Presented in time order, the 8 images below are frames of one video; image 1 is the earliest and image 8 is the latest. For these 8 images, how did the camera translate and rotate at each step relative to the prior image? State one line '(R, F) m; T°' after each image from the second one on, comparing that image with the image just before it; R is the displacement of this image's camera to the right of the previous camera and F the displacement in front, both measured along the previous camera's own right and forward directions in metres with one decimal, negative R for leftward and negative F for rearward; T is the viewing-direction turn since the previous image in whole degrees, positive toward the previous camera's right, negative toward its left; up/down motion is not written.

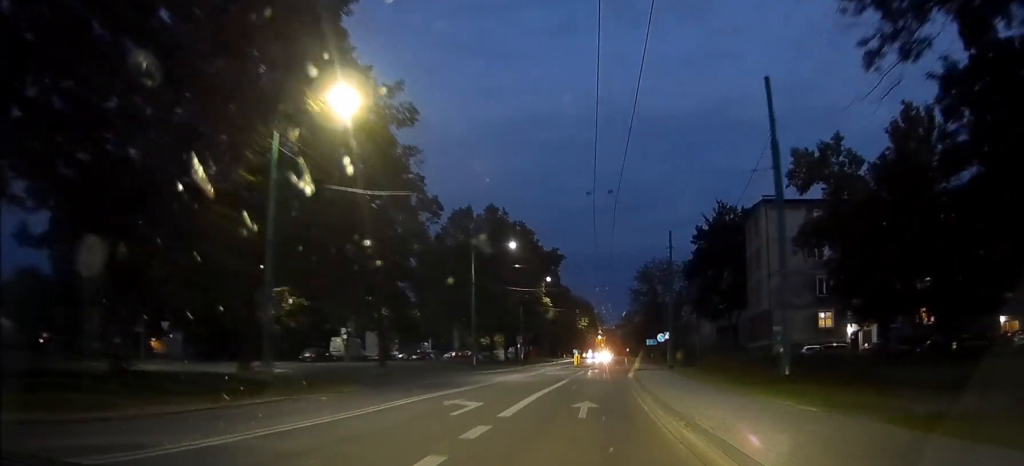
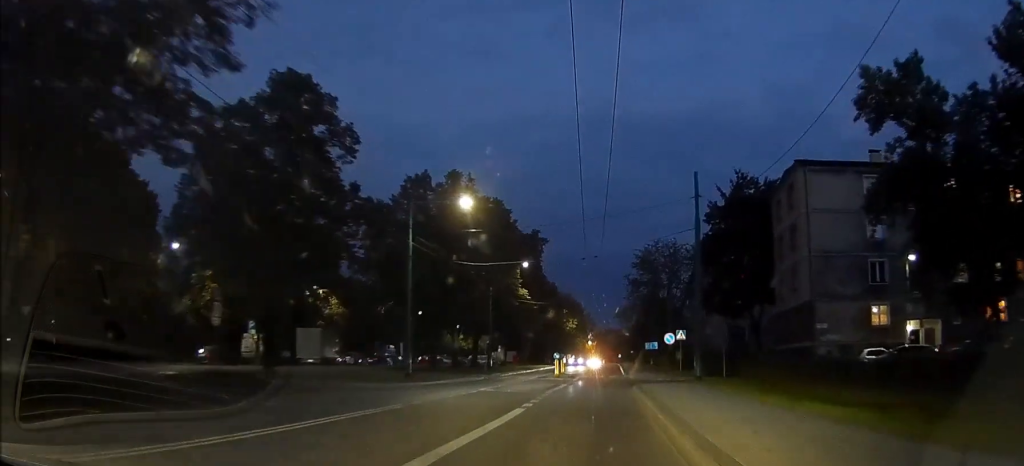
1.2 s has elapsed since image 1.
(+0.2, +16.0) m; +1°
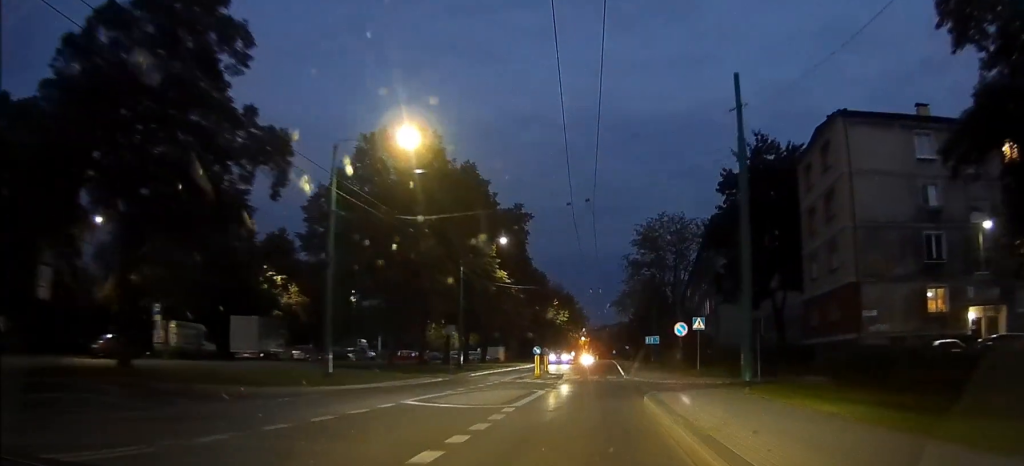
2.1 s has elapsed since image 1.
(0.0, +11.0) m; +1°
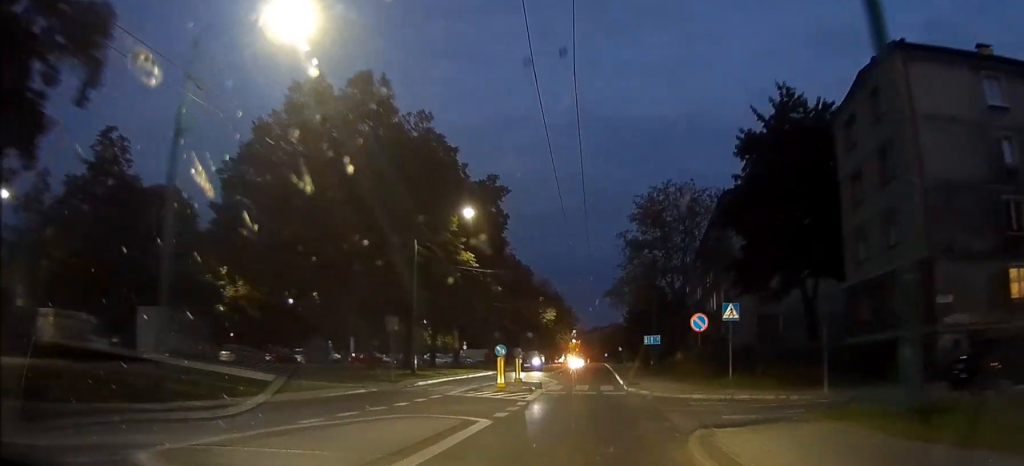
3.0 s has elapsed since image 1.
(+0.1, +10.9) m; 0°
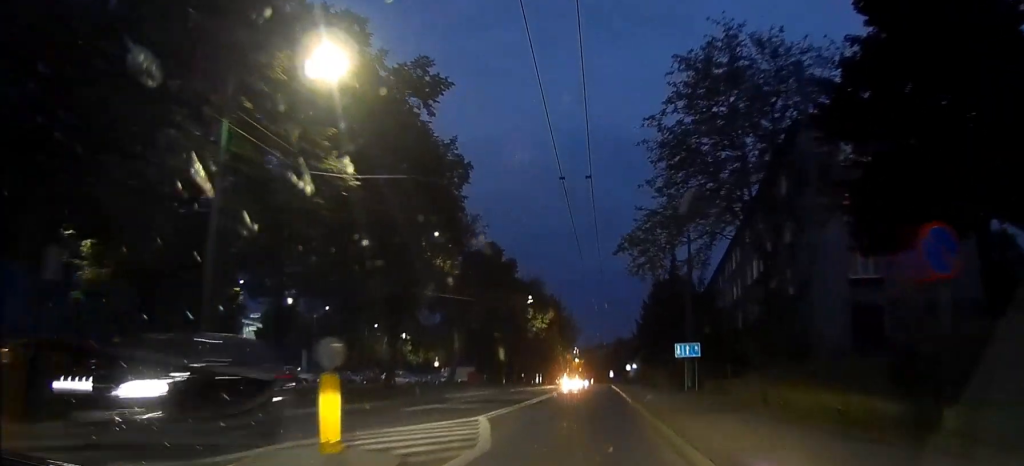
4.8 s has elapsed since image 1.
(+0.1, +23.2) m; 0°
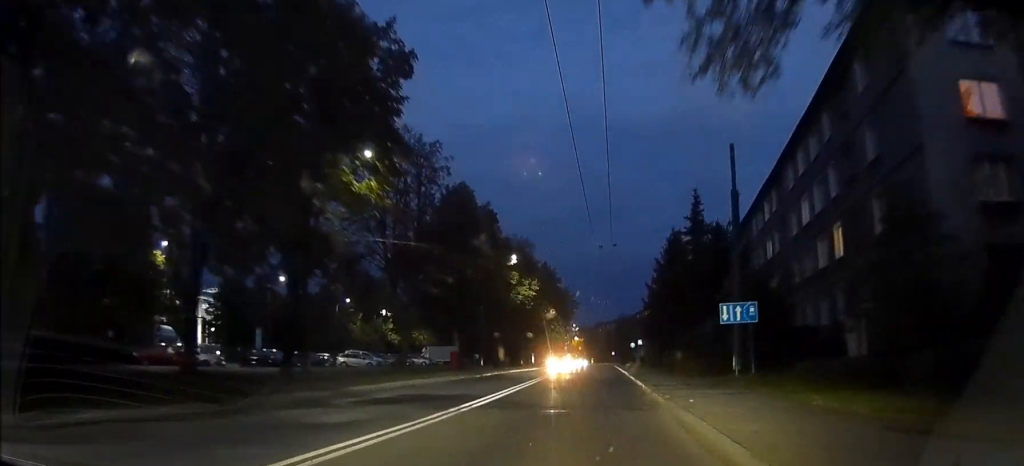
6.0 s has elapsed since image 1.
(0.0, +15.3) m; 0°
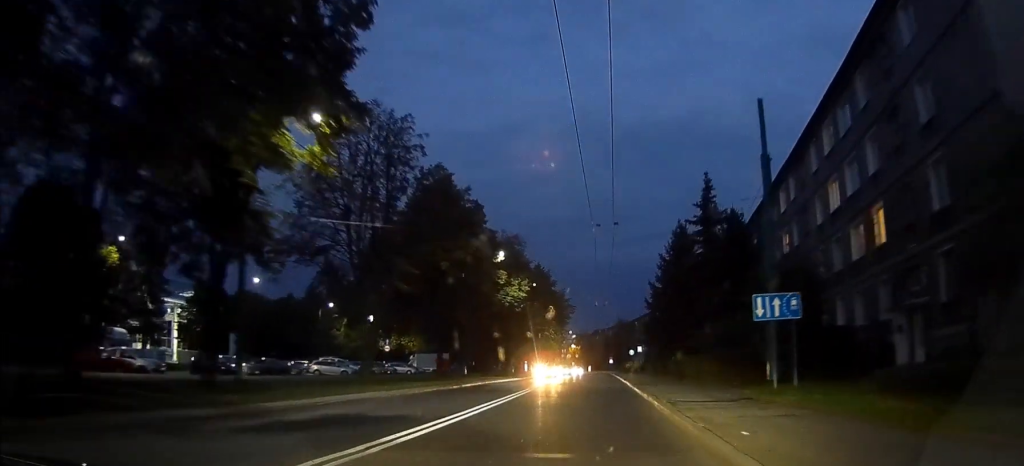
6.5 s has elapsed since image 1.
(0.0, +6.4) m; 0°
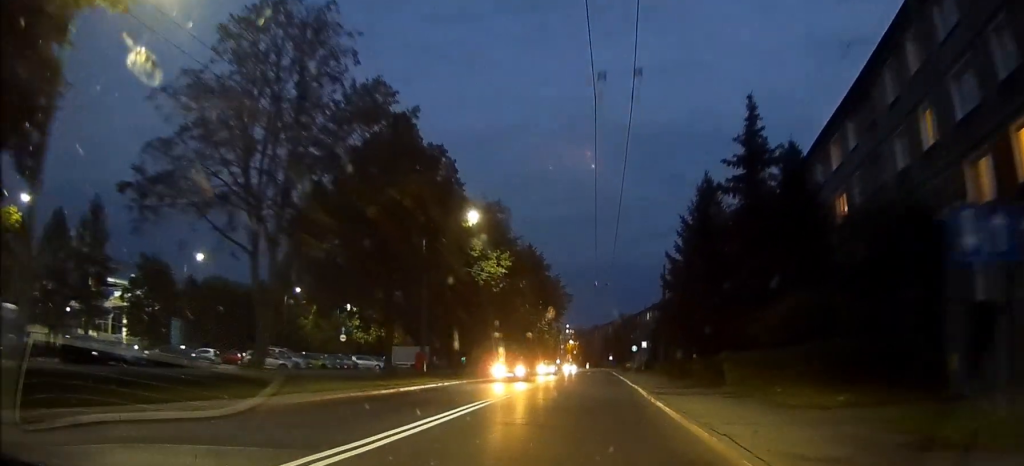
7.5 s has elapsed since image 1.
(+0.1, +12.8) m; 0°
